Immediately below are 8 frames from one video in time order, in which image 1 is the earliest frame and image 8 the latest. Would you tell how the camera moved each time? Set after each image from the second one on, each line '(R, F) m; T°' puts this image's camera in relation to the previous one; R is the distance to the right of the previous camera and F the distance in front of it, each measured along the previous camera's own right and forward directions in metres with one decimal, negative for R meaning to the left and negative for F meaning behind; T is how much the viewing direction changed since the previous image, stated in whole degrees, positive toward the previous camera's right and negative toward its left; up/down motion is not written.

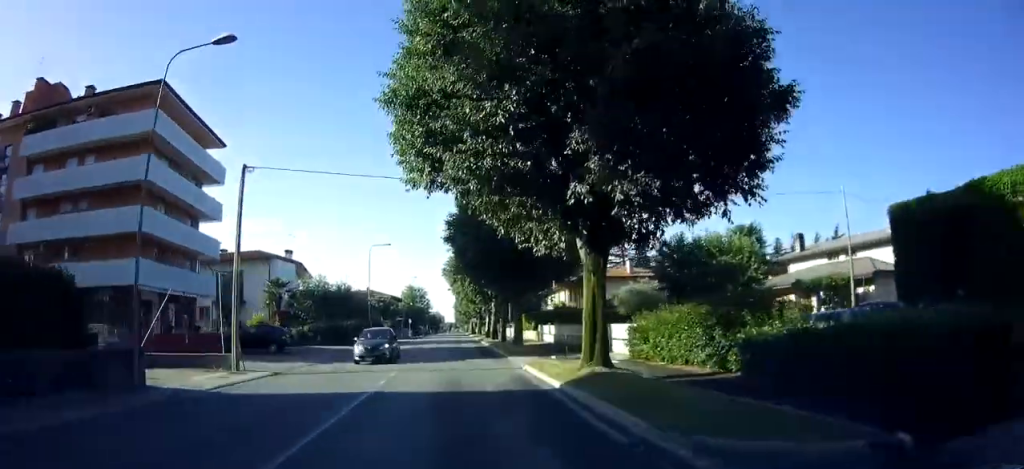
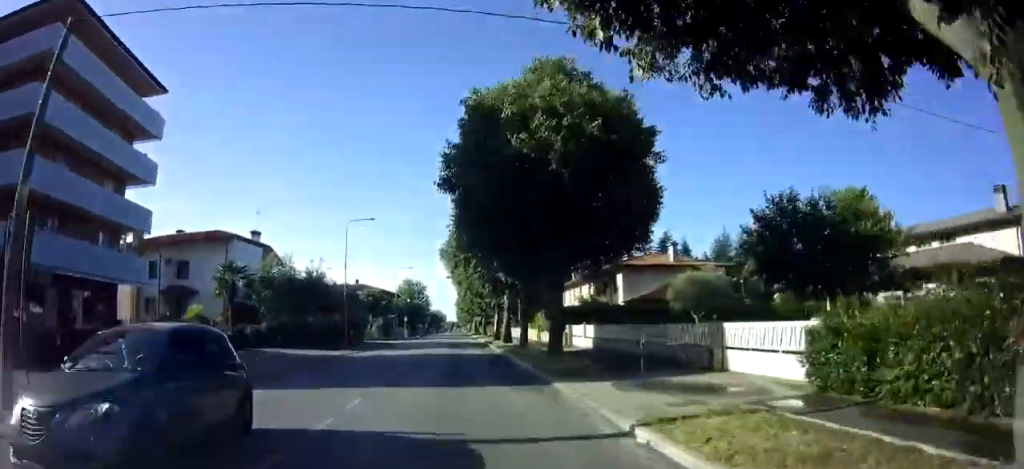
(+0.2, +11.0) m; +1°
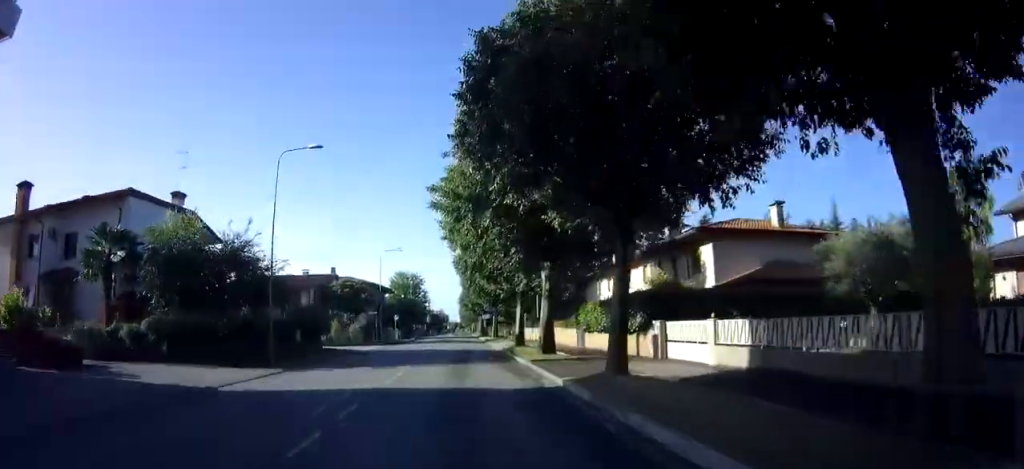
(0.0, +16.0) m; -1°
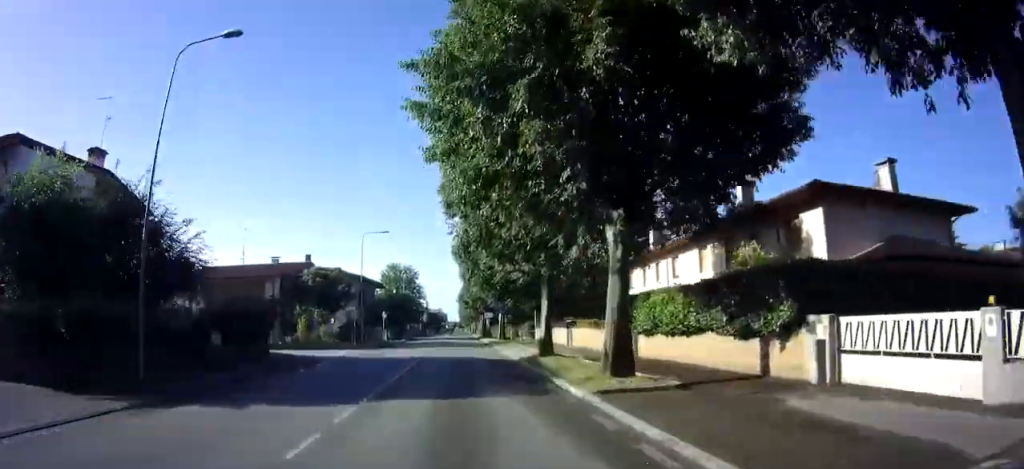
(0.0, +9.6) m; -1°
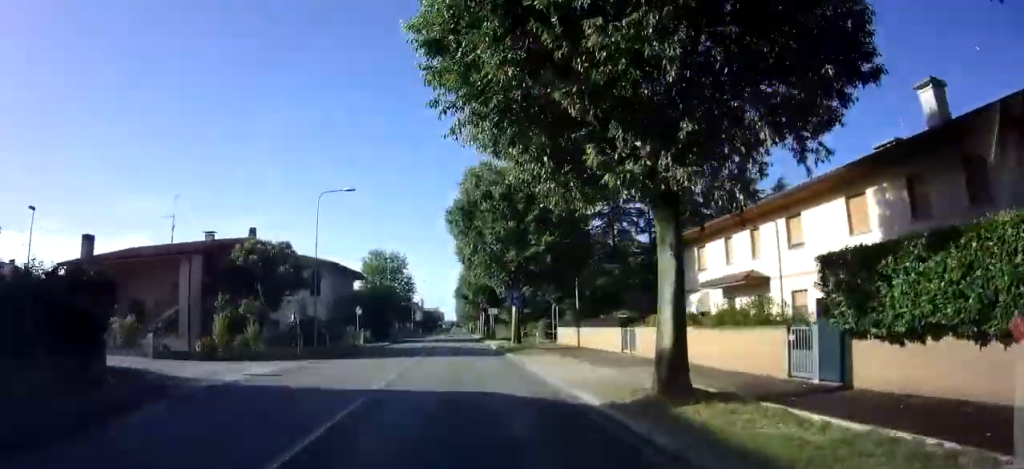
(-0.2, +13.1) m; +1°
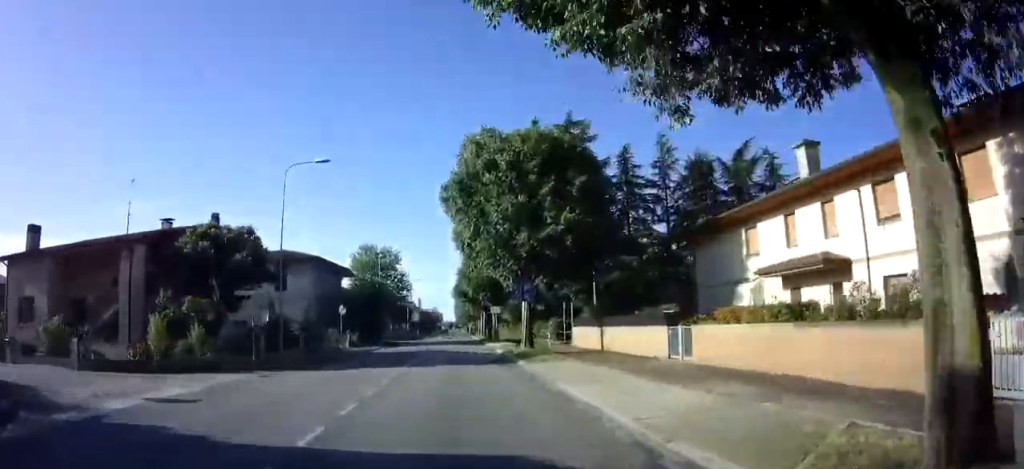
(0.0, +5.7) m; +1°
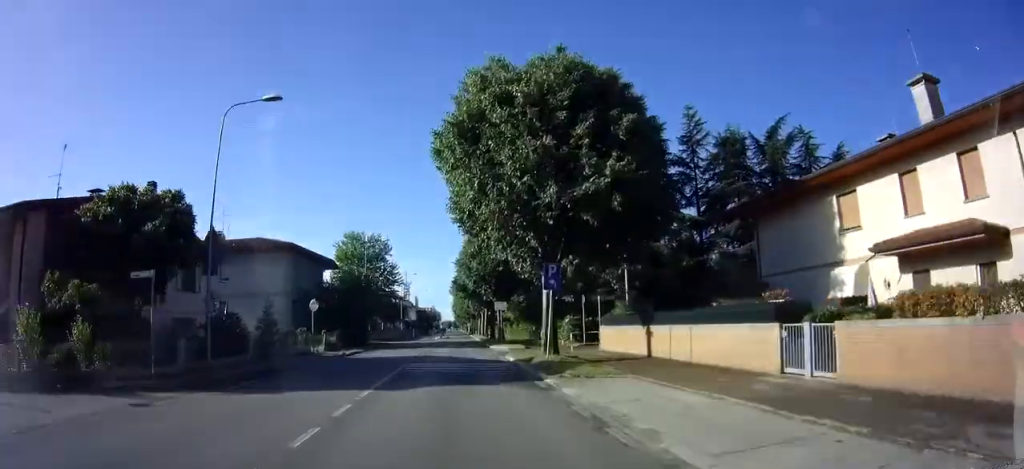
(+0.2, +7.1) m; +1°
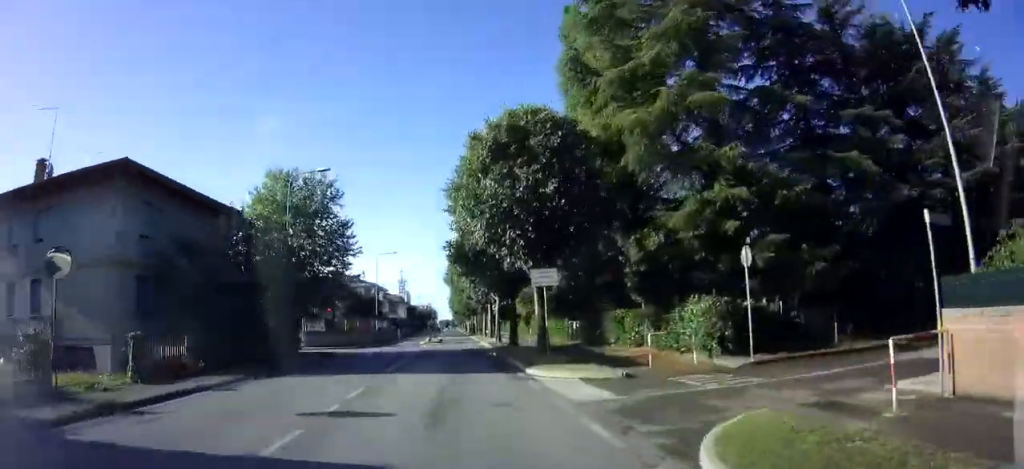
(+0.3, +21.3) m; +1°
